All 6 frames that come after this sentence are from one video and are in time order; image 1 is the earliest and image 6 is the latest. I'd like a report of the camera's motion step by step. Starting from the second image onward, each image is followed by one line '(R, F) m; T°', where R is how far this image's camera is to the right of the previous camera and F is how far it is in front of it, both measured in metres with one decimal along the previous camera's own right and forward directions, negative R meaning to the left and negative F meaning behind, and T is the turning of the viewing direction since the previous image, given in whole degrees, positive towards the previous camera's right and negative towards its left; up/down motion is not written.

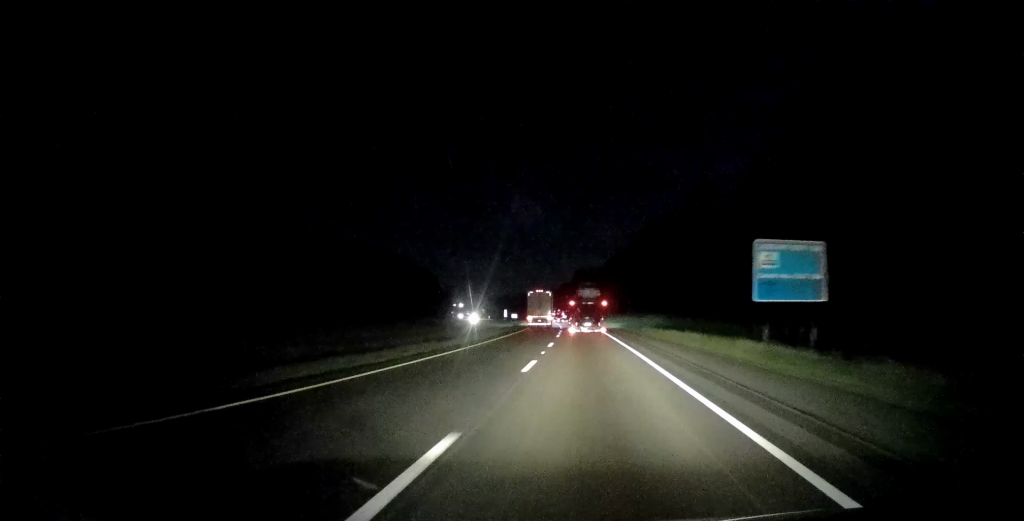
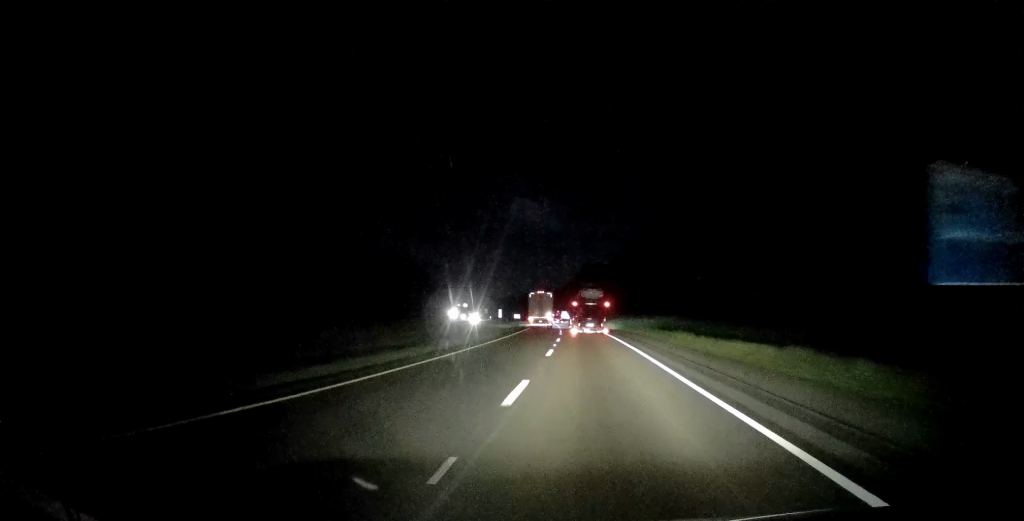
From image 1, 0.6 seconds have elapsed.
(+0.1, +16.1) m; 0°
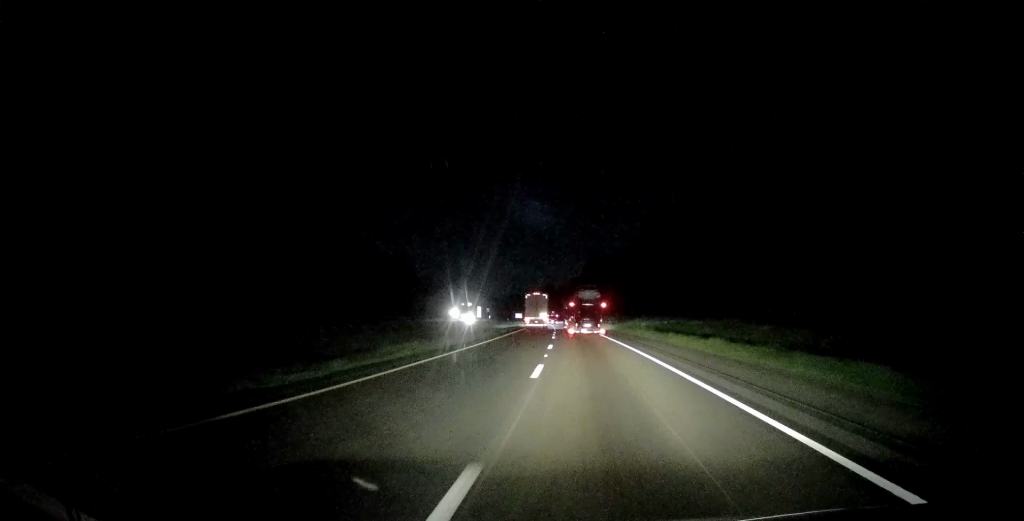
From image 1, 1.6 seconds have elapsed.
(-0.4, +26.8) m; -1°
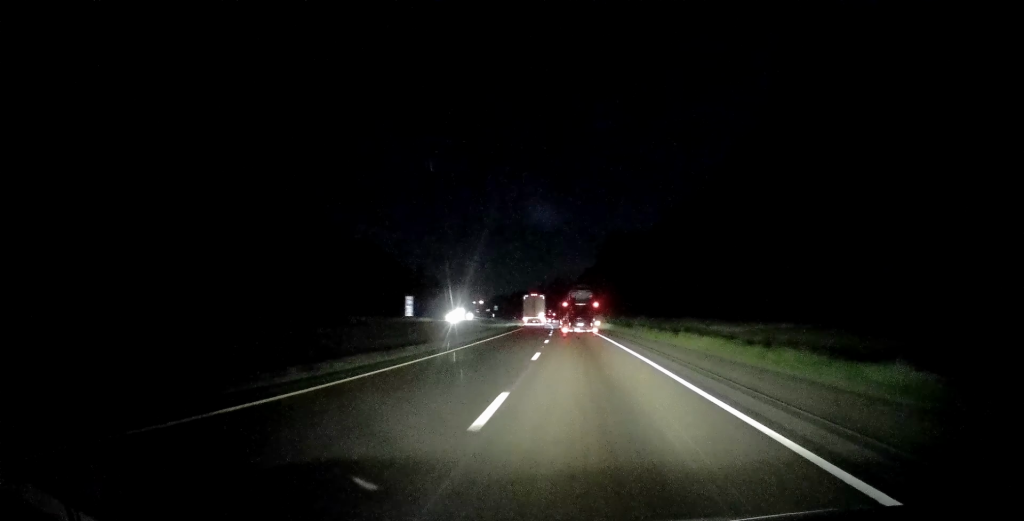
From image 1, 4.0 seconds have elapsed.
(-0.3, +65.0) m; -1°
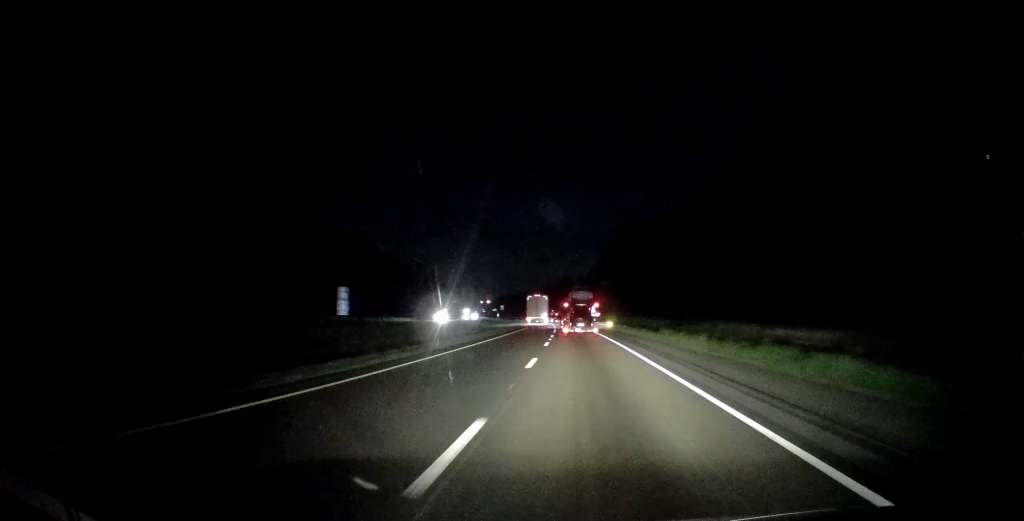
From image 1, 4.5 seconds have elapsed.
(-0.1, +14.1) m; -1°
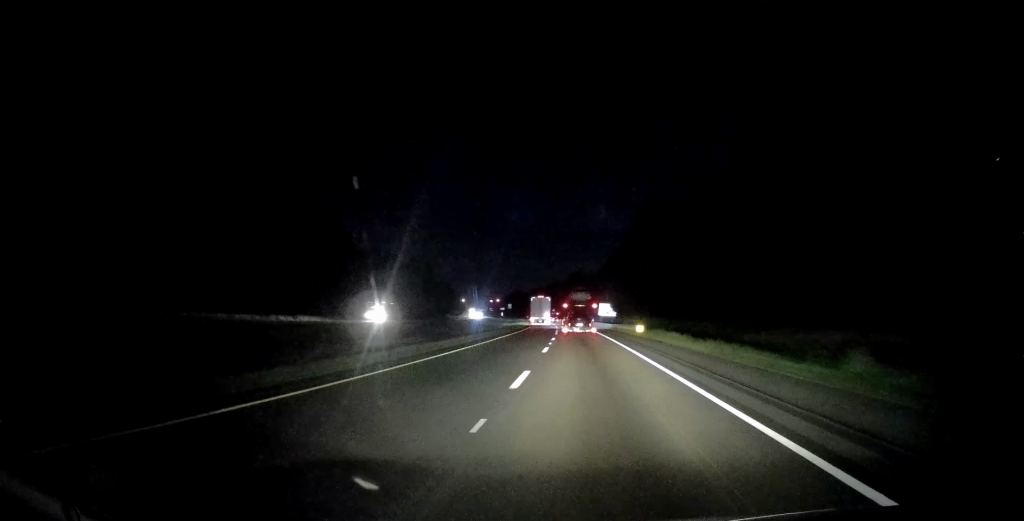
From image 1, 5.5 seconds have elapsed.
(0.0, +28.8) m; 0°
